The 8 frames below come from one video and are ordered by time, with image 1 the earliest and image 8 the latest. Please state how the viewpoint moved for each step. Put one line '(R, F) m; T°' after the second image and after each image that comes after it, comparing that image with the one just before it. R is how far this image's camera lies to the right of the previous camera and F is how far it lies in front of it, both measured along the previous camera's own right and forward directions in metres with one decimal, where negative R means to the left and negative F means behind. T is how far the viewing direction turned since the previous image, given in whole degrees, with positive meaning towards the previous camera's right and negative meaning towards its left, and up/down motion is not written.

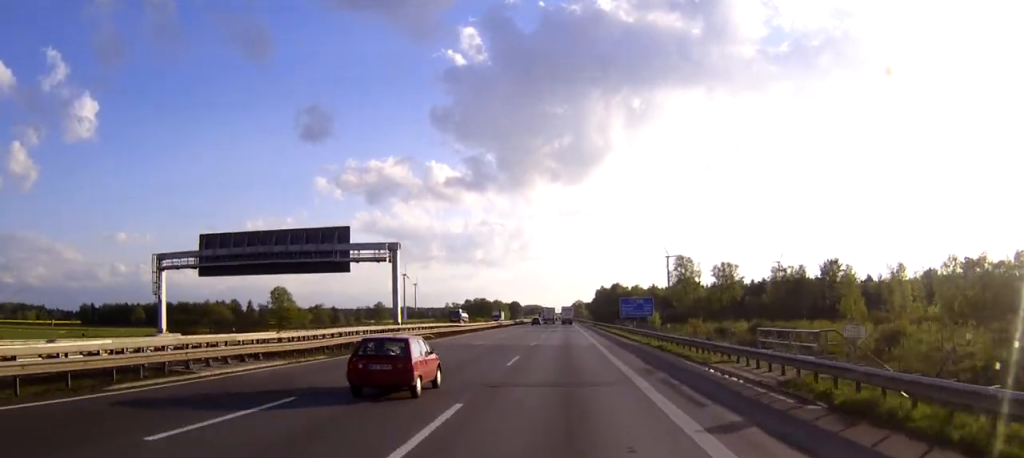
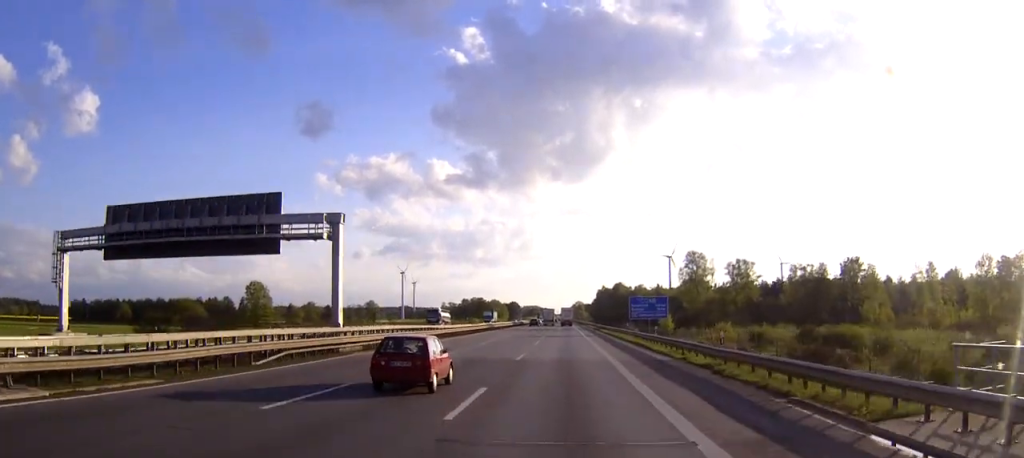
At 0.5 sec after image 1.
(-0.1, +13.8) m; 0°
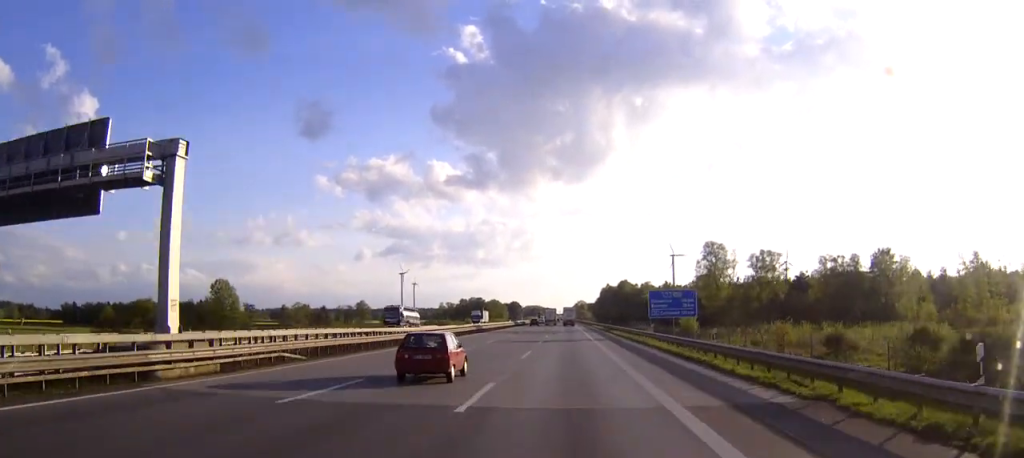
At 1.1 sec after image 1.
(0.0, +17.5) m; 0°
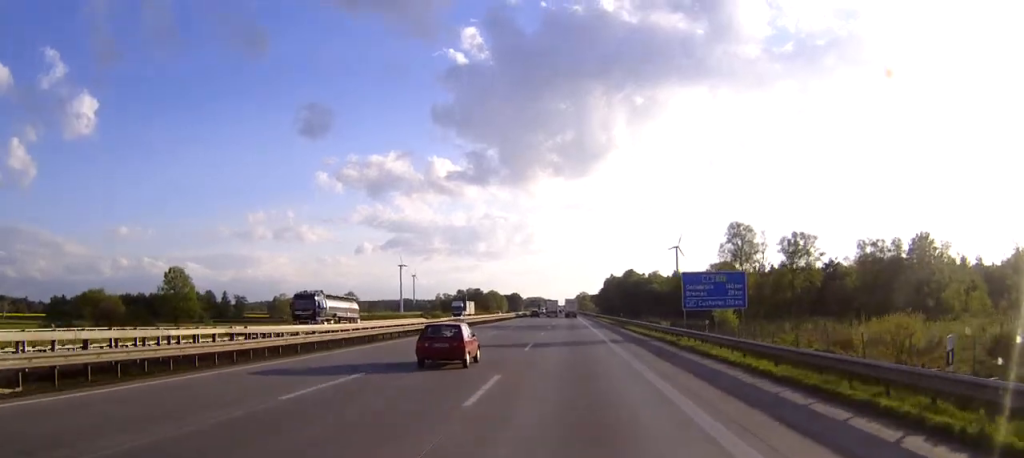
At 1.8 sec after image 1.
(0.0, +18.3) m; 0°
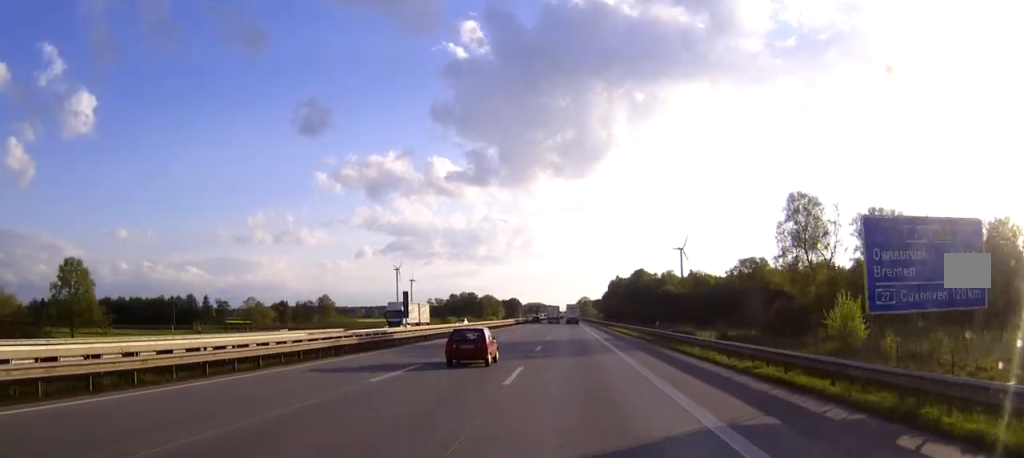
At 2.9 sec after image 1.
(+0.1, +30.2) m; 0°
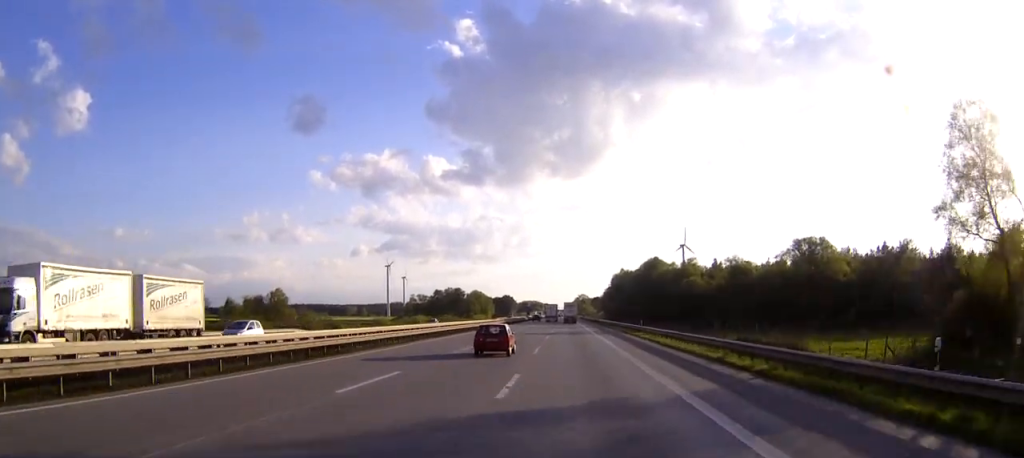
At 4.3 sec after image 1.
(+0.1, +39.3) m; 0°
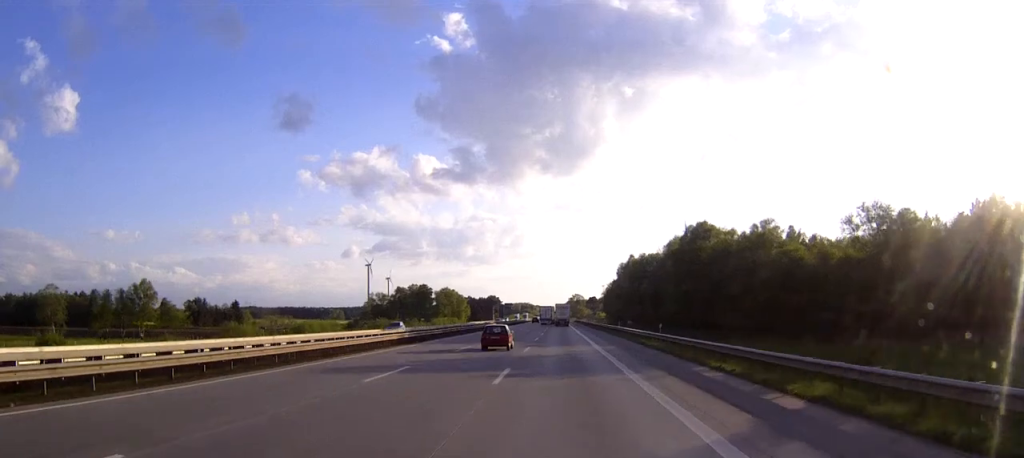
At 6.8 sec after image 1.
(+0.6, +67.7) m; +1°
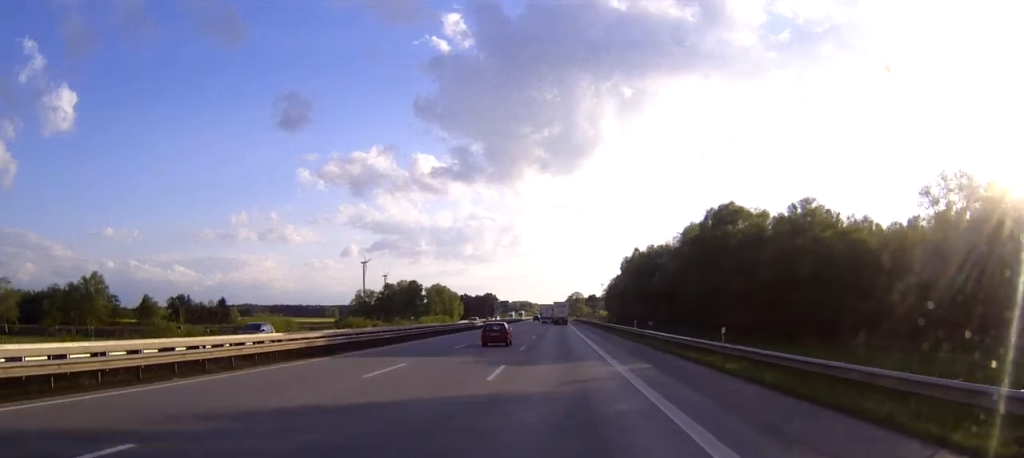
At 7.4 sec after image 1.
(0.0, +17.5) m; 0°
